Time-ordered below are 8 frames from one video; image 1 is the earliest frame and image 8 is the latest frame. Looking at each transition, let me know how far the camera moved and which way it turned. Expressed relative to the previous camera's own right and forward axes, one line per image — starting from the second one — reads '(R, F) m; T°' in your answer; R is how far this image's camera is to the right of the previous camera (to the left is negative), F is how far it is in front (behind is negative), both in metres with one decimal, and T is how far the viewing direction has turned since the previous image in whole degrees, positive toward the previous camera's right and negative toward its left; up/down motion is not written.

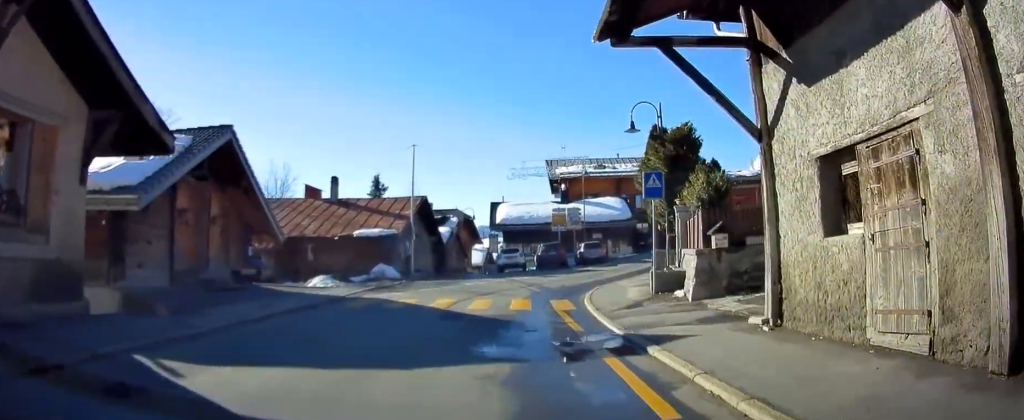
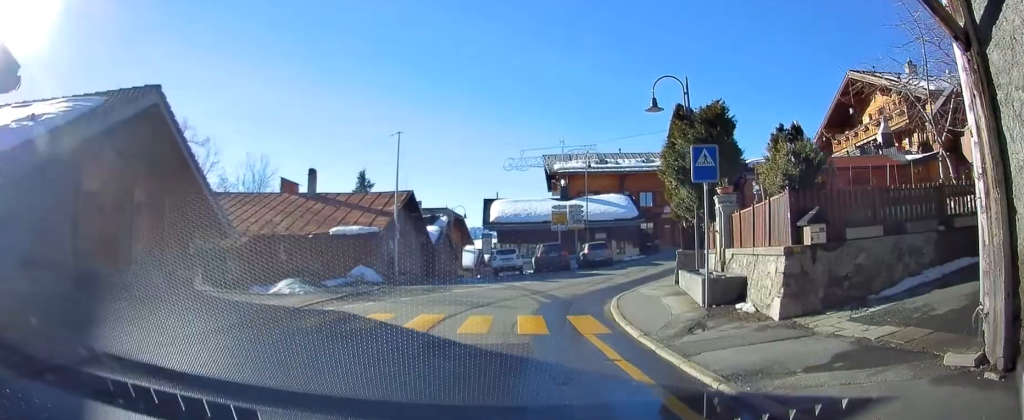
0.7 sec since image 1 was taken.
(-0.1, +4.2) m; +1°
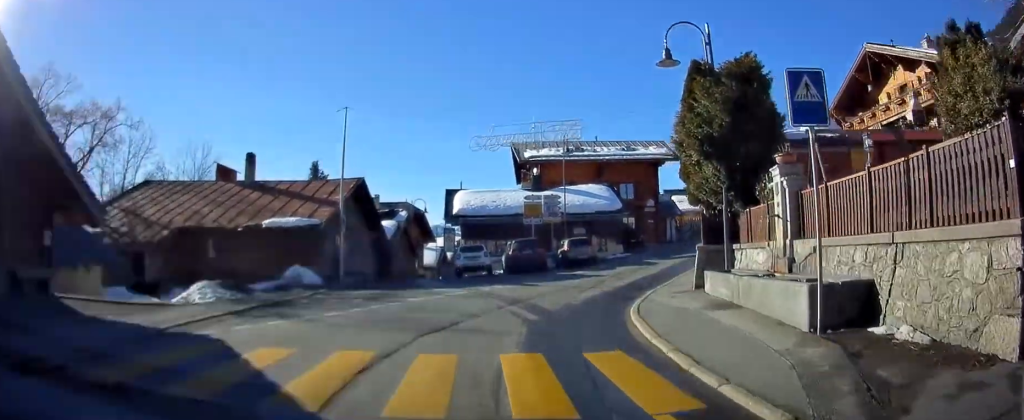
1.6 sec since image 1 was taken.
(0.0, +5.3) m; +3°
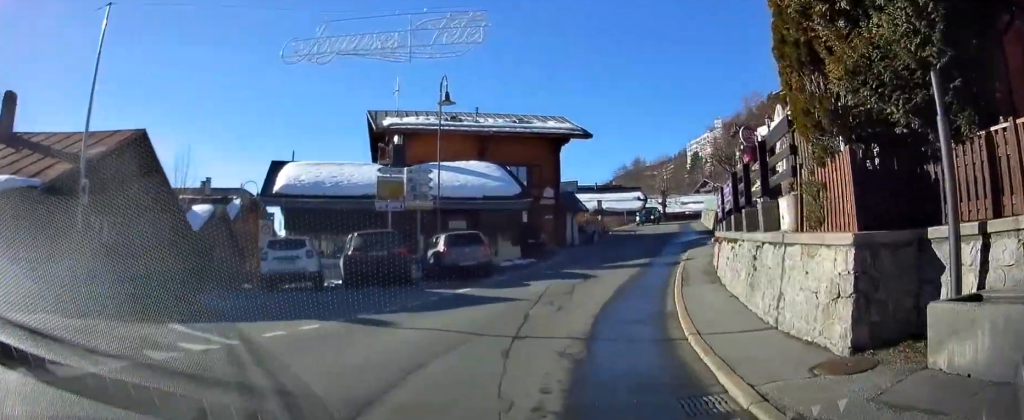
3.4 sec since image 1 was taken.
(+1.0, +11.3) m; +12°
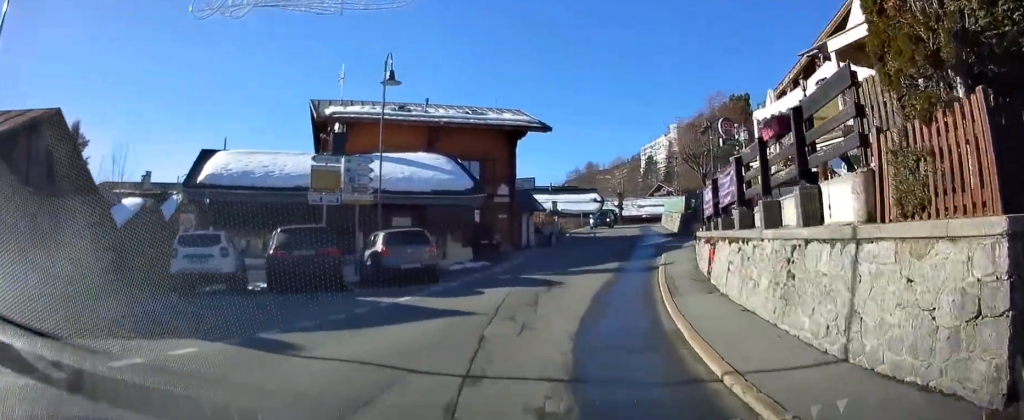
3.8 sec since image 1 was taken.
(+0.2, +2.8) m; +4°
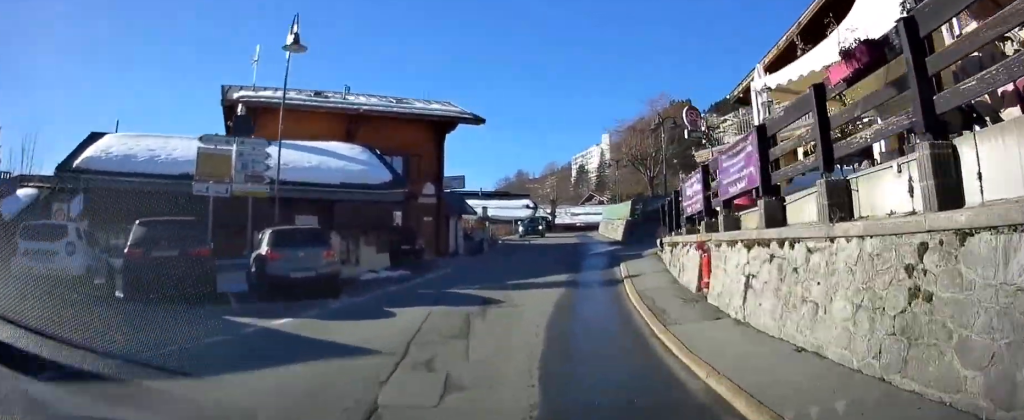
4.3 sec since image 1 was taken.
(+0.1, +3.5) m; +5°
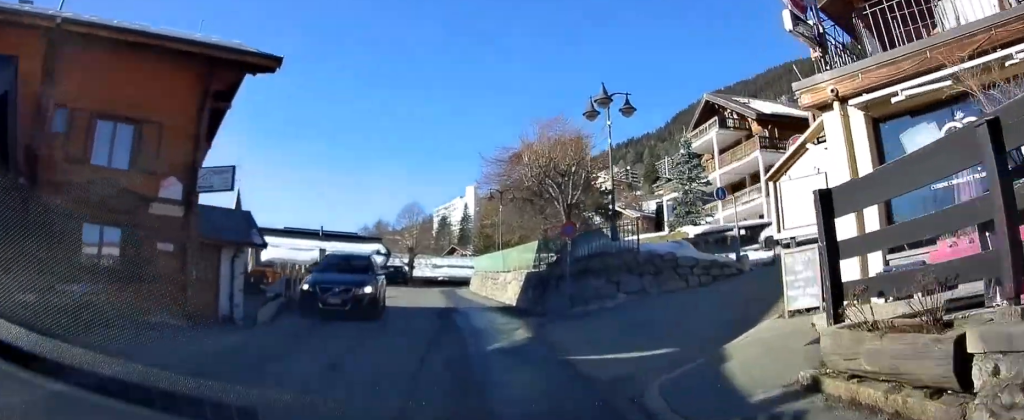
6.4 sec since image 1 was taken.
(+2.2, +14.3) m; +15°
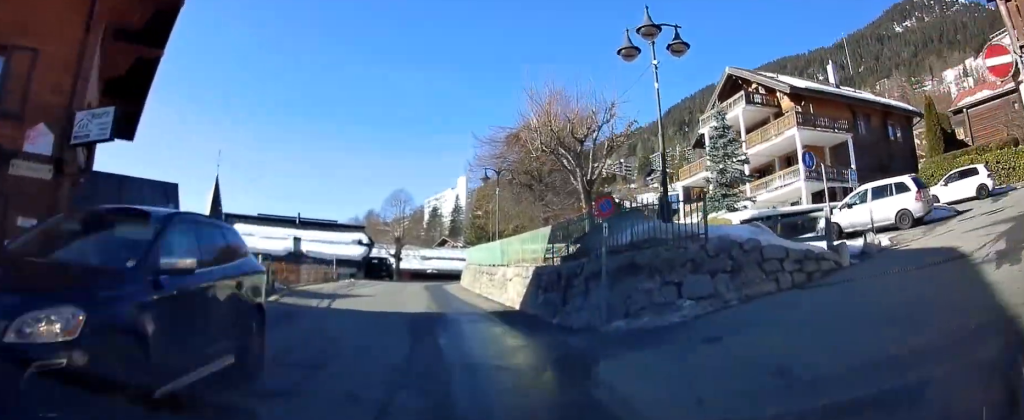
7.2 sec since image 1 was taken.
(+0.3, +5.0) m; 0°
